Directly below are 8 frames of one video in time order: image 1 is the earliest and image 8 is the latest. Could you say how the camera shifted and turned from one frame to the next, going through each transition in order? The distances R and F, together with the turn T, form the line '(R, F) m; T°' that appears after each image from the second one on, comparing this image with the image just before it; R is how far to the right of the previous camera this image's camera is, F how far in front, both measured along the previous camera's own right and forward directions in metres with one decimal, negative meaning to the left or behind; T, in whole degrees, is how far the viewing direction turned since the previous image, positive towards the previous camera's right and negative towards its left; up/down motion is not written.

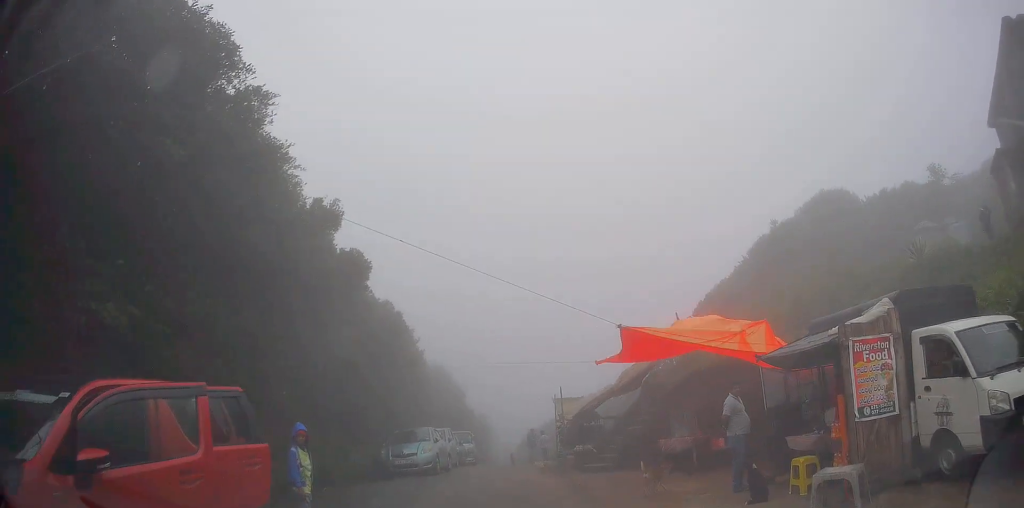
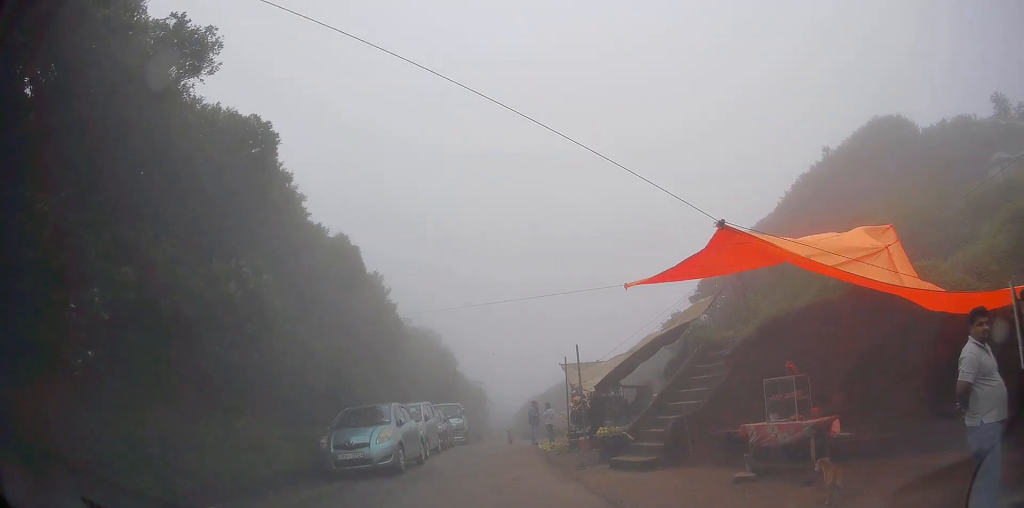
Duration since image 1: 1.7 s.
(-0.4, +6.0) m; -4°
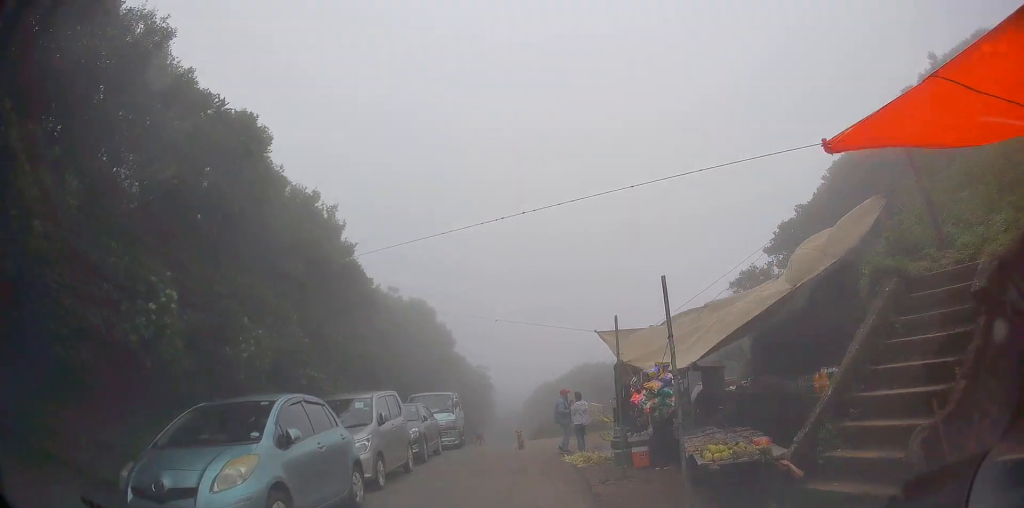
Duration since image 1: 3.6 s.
(+0.5, +6.1) m; +6°
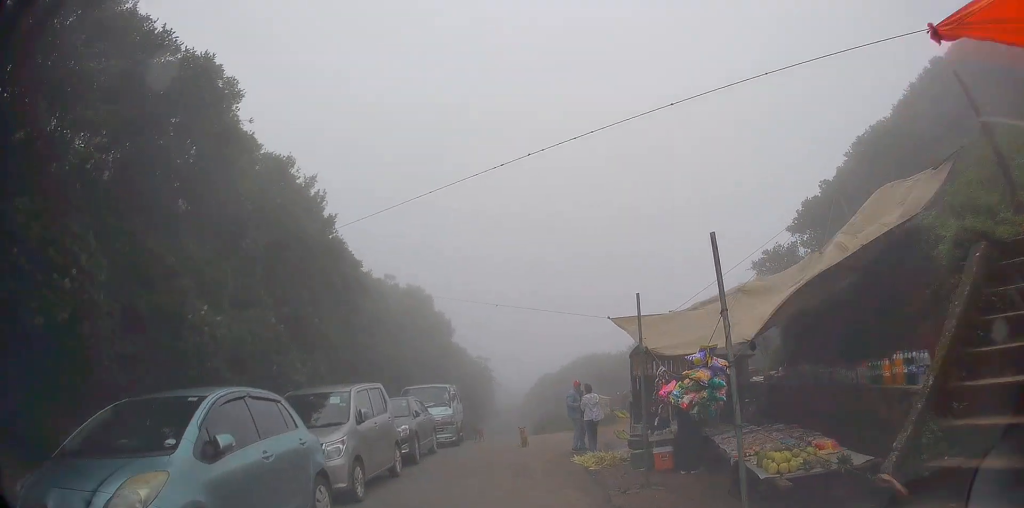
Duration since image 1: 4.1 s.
(0.0, +1.3) m; 0°
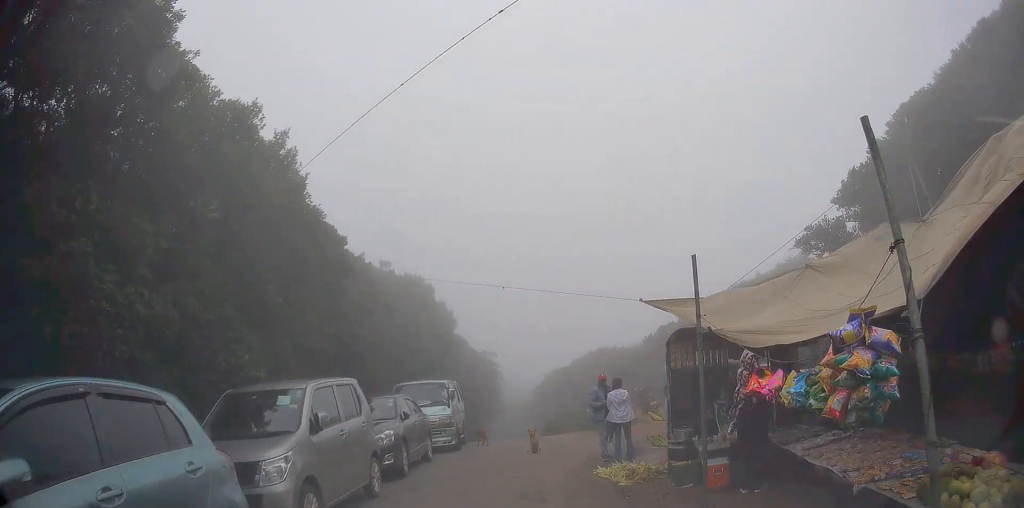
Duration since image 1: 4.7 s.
(0.0, +1.9) m; 0°
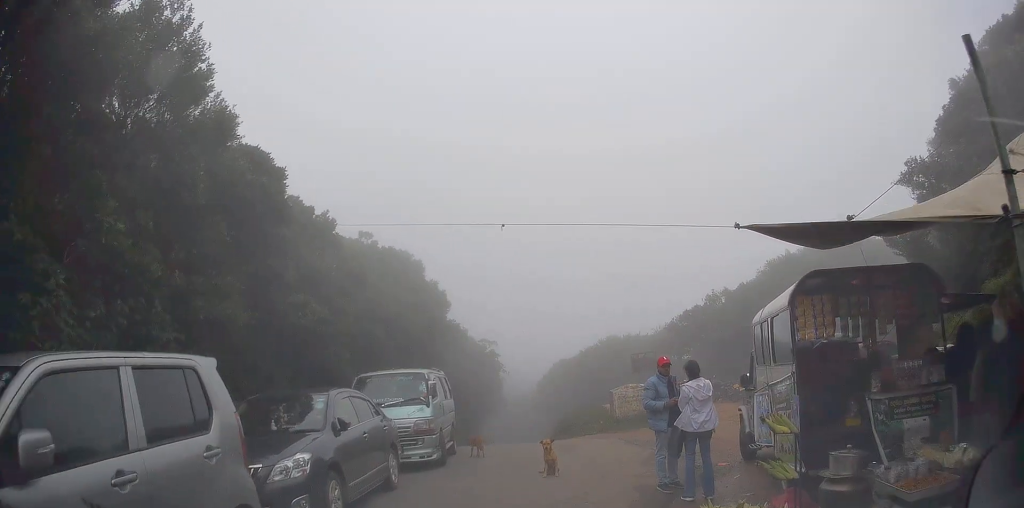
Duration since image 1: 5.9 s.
(0.0, +3.8) m; 0°
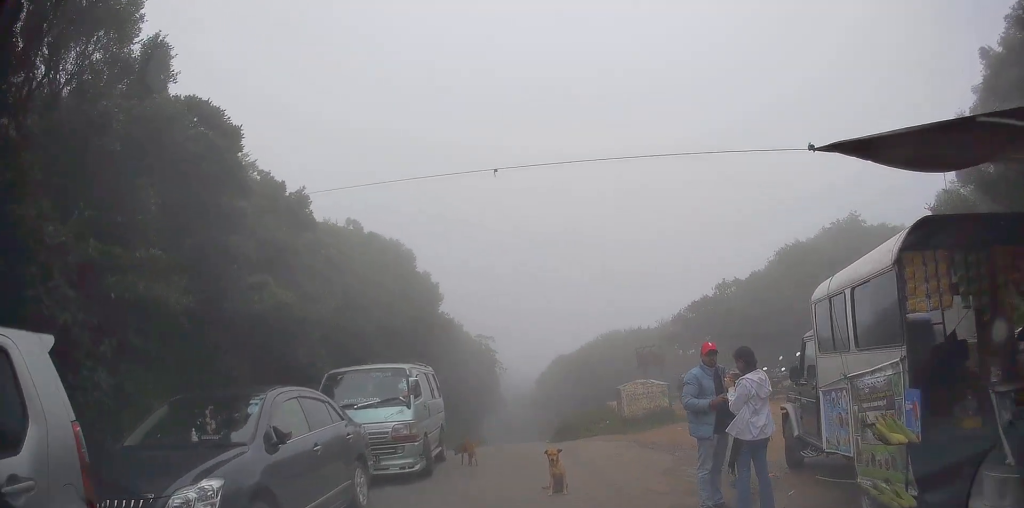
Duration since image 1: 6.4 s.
(0.0, +1.8) m; 0°
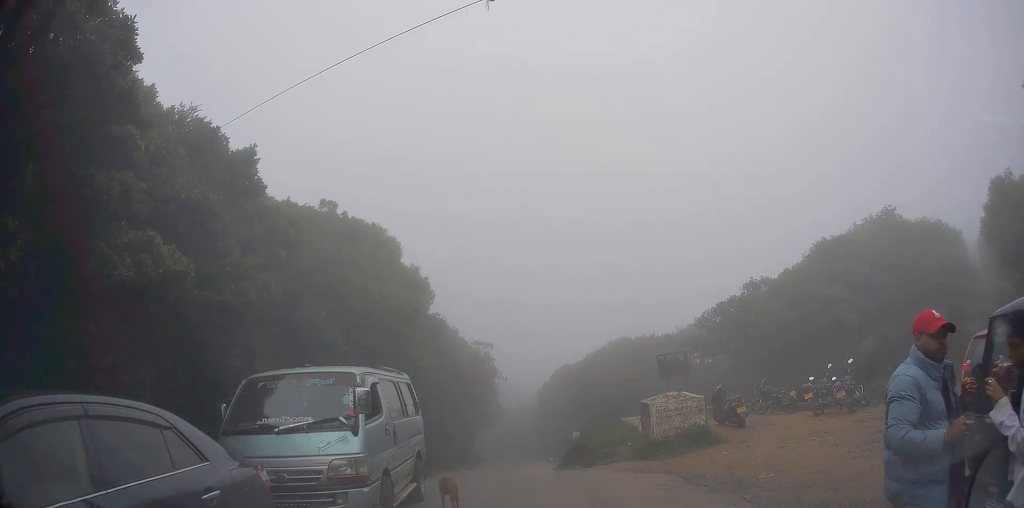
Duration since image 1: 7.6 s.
(-0.1, +3.6) m; -5°
